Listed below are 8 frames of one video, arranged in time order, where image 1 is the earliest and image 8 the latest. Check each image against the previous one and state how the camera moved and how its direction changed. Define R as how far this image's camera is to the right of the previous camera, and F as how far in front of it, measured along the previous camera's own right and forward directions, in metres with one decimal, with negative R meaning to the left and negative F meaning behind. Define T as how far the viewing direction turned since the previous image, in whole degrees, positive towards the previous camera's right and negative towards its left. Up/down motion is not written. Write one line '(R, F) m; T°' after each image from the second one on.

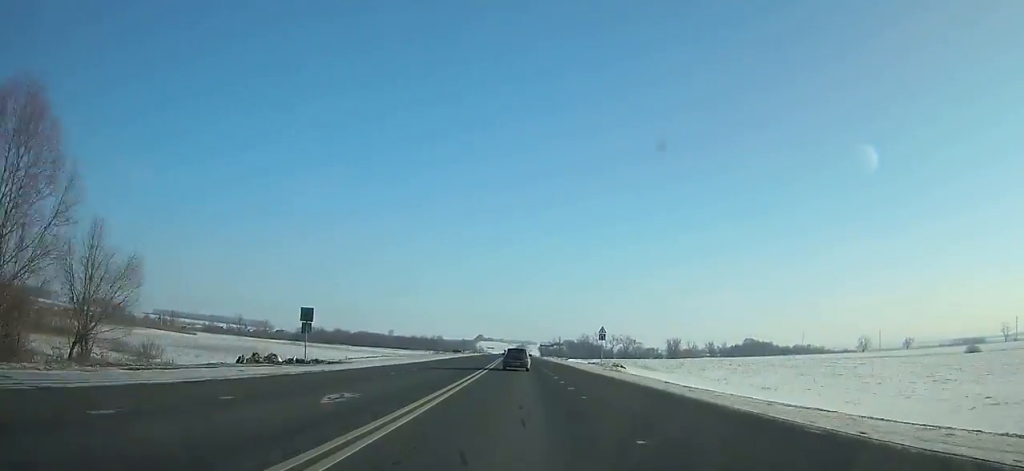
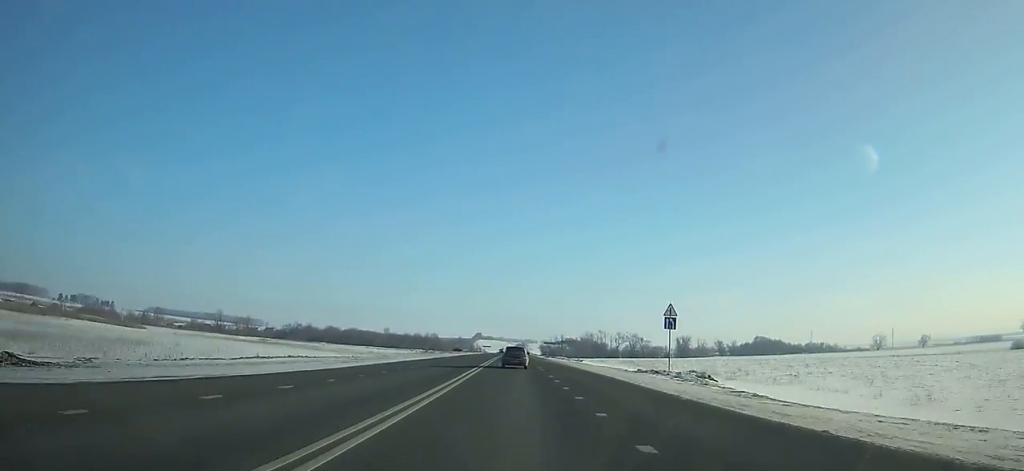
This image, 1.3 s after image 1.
(-0.2, +28.5) m; 0°
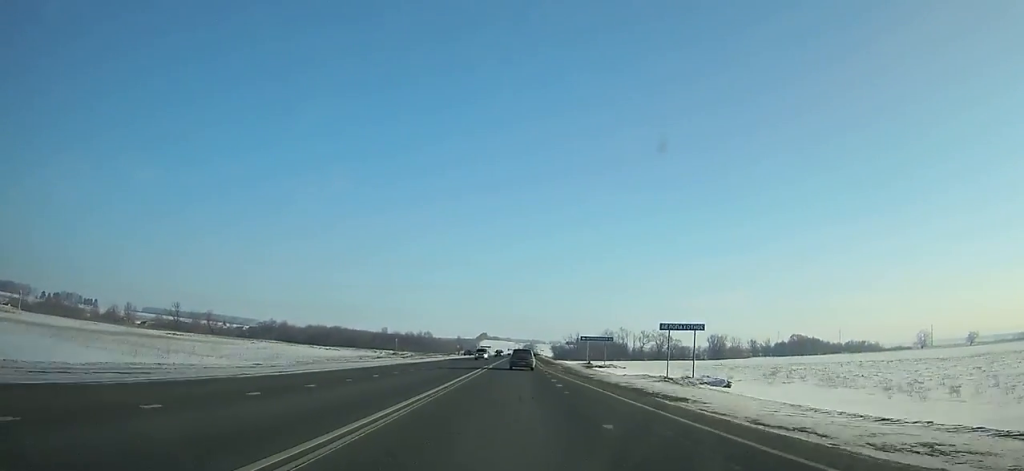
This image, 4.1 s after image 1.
(-0.4, +61.7) m; 0°
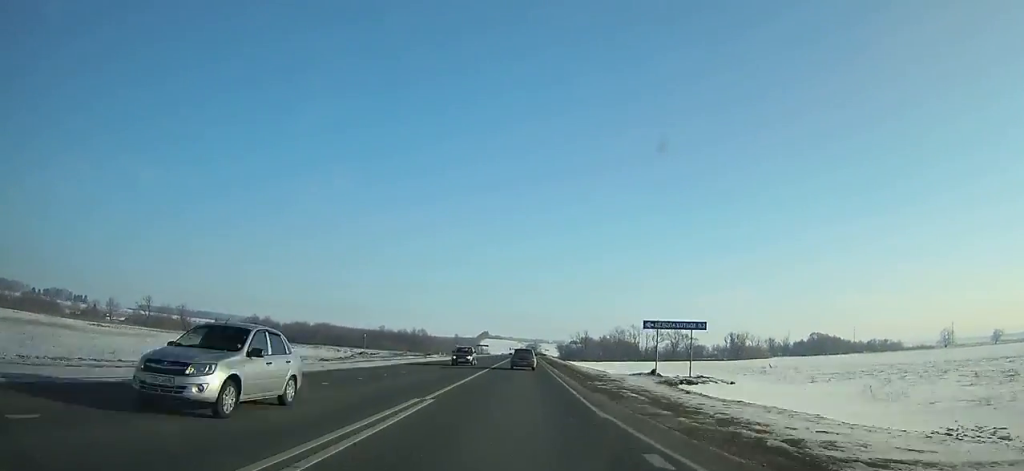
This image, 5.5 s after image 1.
(-0.1, +30.8) m; 0°
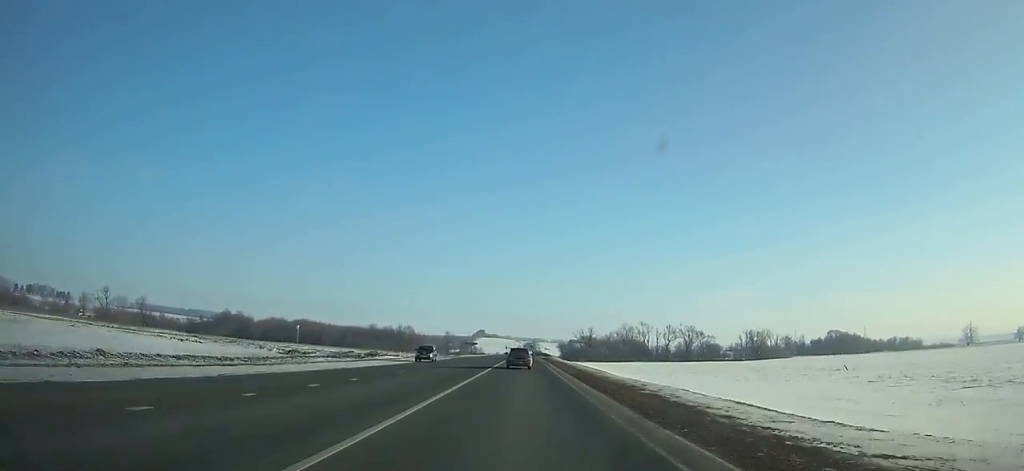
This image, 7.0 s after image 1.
(0.0, +32.9) m; 0°
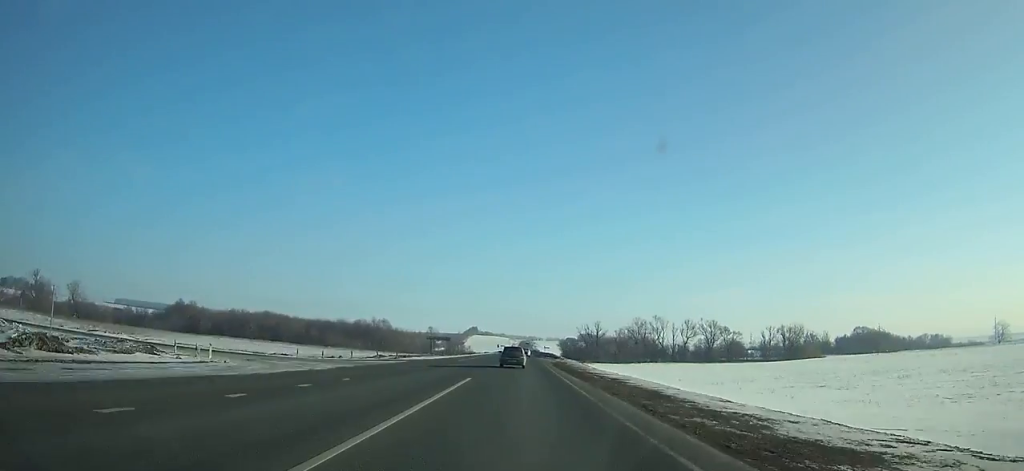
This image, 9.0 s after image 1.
(0.0, +43.8) m; 0°
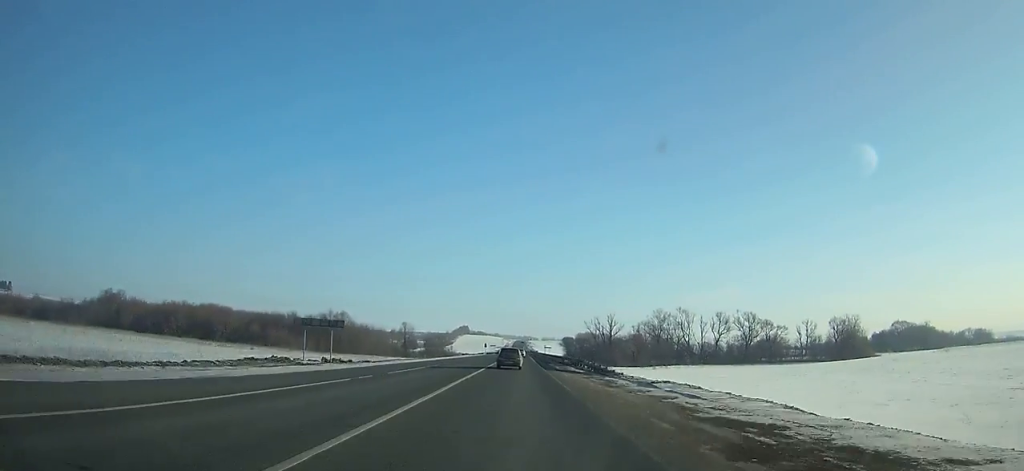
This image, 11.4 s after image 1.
(+0.5, +52.0) m; 0°
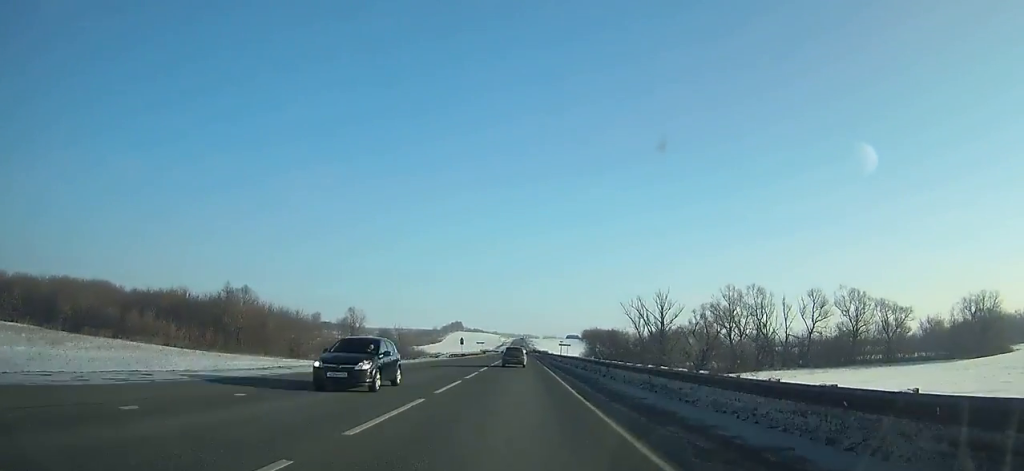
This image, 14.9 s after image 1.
(-0.1, +75.2) m; 0°
